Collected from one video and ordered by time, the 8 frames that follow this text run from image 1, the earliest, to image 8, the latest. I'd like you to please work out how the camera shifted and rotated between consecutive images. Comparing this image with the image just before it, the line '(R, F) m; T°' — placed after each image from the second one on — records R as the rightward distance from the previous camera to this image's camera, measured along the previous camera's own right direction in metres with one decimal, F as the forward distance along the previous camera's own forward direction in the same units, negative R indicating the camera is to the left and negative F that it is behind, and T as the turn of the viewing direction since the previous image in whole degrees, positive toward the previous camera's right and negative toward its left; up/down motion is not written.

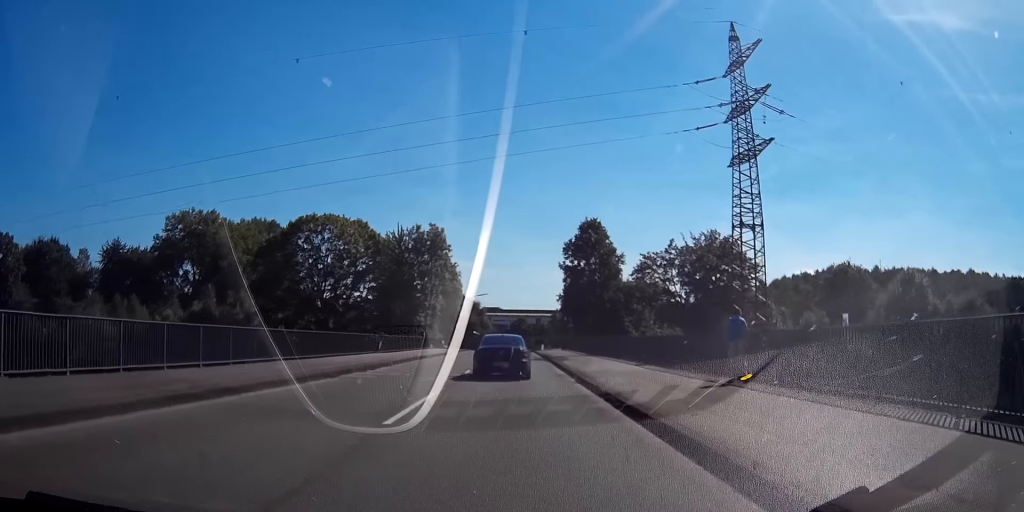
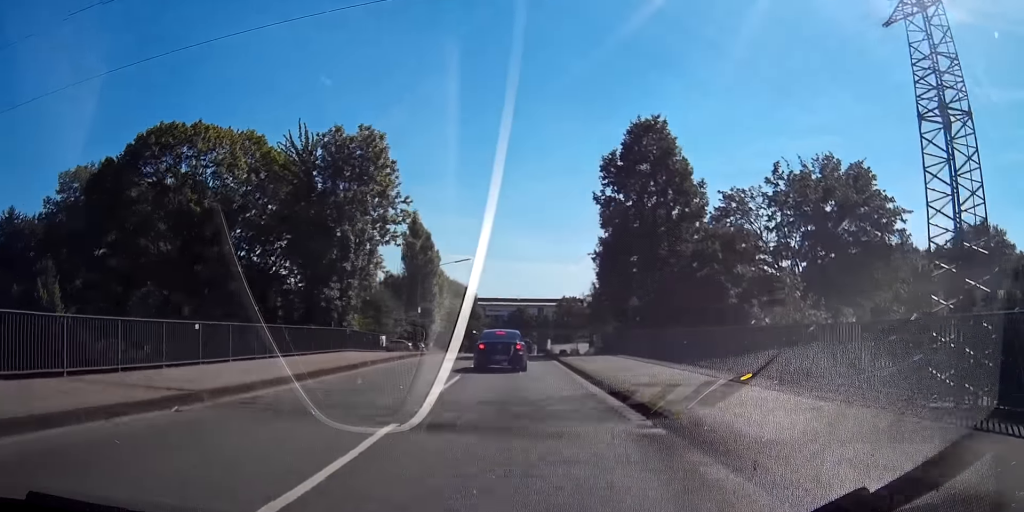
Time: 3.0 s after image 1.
(-0.4, +42.6) m; -1°
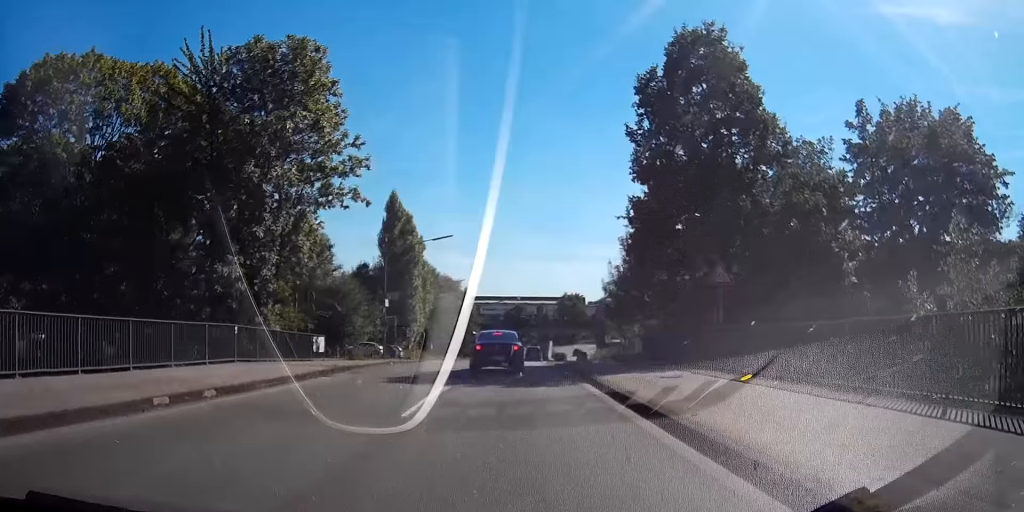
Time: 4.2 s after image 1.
(0.0, +16.4) m; 0°
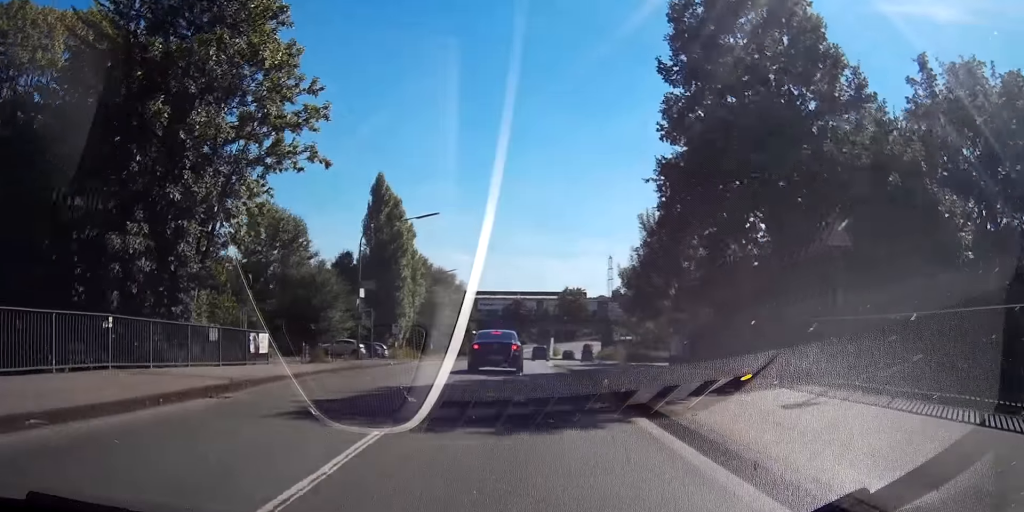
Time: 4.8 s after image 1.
(0.0, +8.1) m; 0°
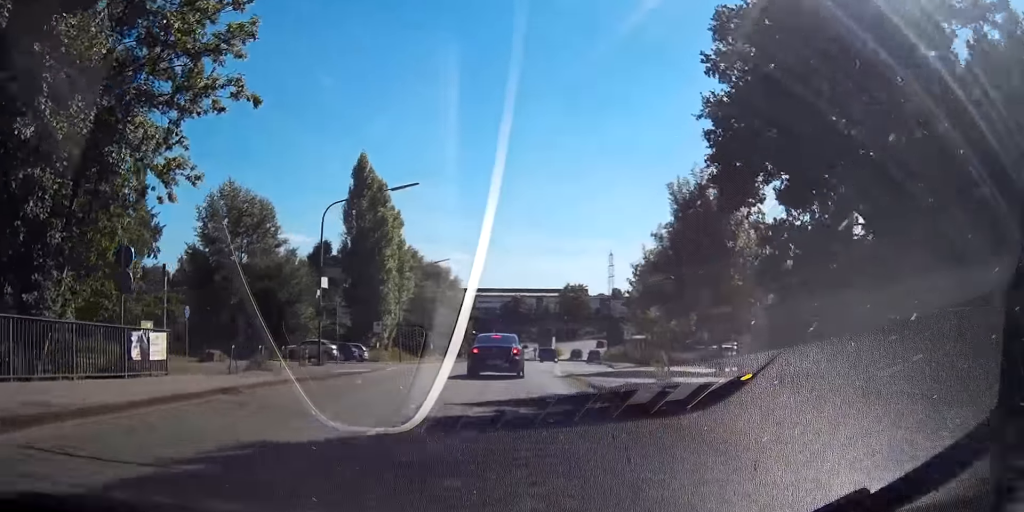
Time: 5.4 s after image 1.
(0.0, +8.3) m; 0°
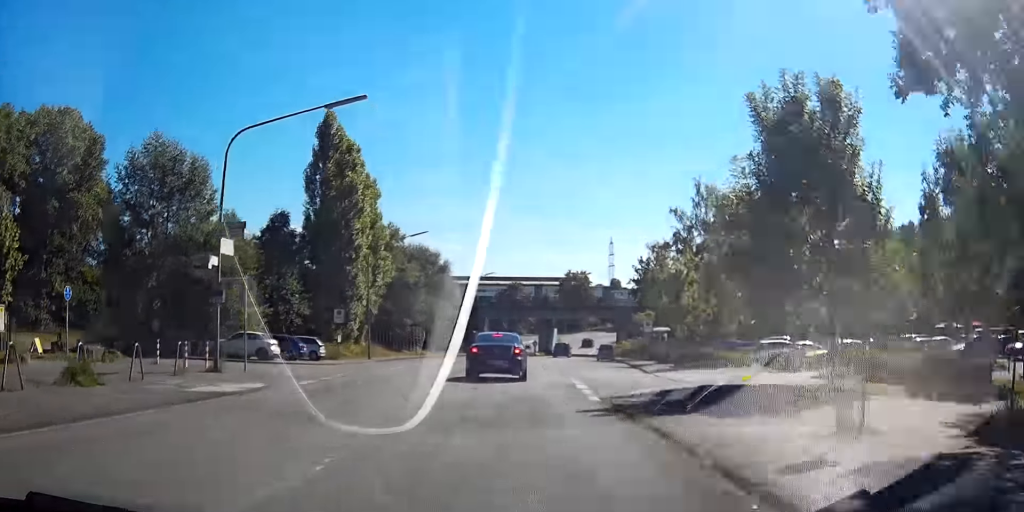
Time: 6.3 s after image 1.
(+0.1, +12.0) m; +1°
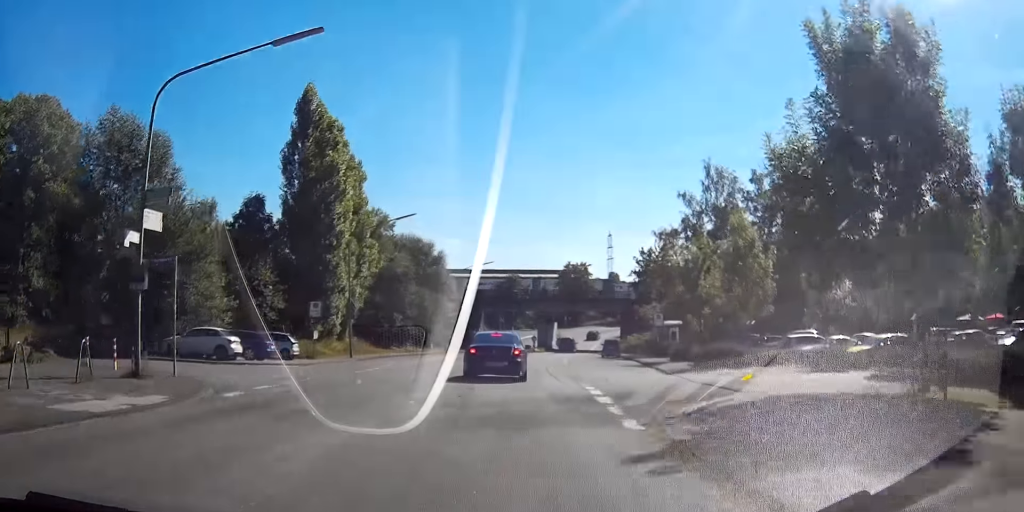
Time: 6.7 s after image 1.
(0.0, +5.1) m; 0°
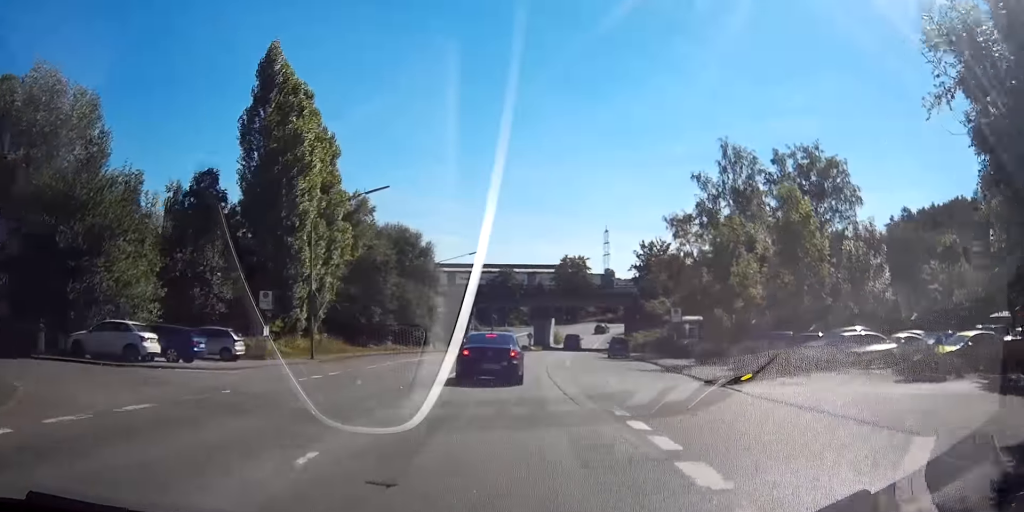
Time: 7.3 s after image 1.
(0.0, +7.5) m; +1°
